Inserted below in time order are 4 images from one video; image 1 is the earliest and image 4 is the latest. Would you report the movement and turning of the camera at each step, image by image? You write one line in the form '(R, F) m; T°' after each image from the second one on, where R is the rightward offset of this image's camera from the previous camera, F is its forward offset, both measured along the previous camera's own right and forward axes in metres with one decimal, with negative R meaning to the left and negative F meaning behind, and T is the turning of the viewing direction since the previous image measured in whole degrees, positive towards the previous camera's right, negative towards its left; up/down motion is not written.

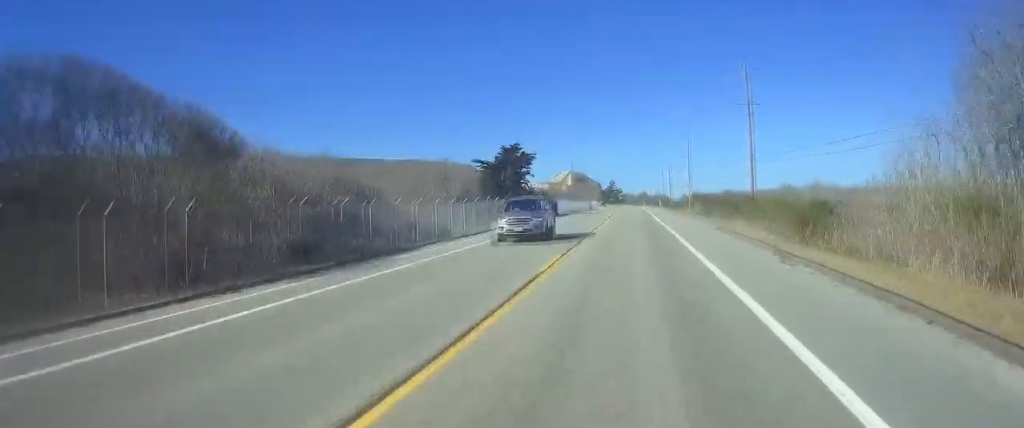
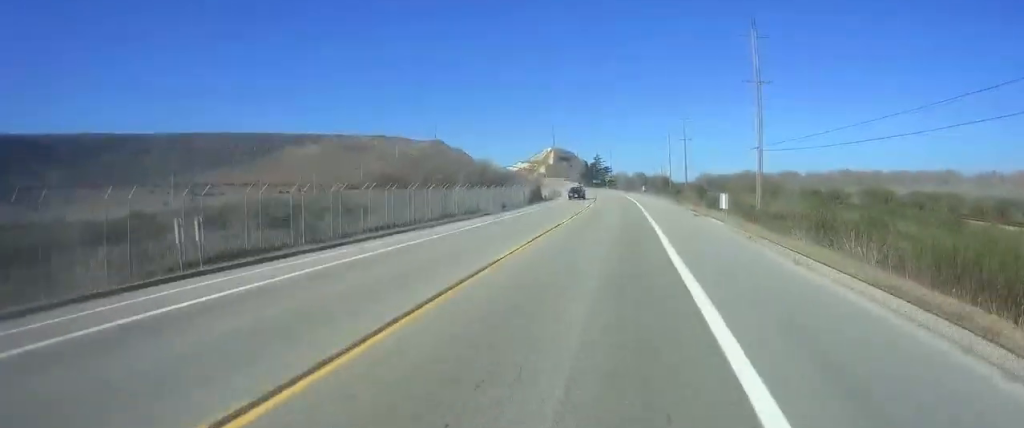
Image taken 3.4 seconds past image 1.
(-1.2, +88.0) m; -1°
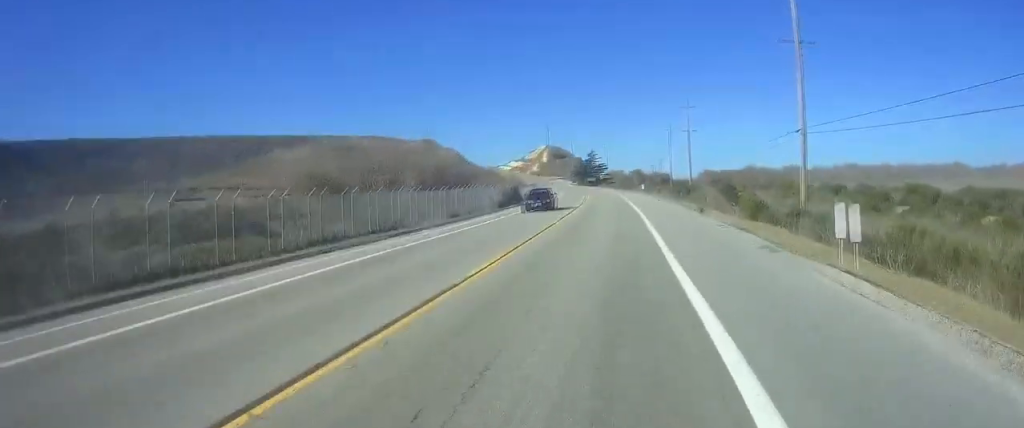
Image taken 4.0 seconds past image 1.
(0.0, +16.3) m; 0°
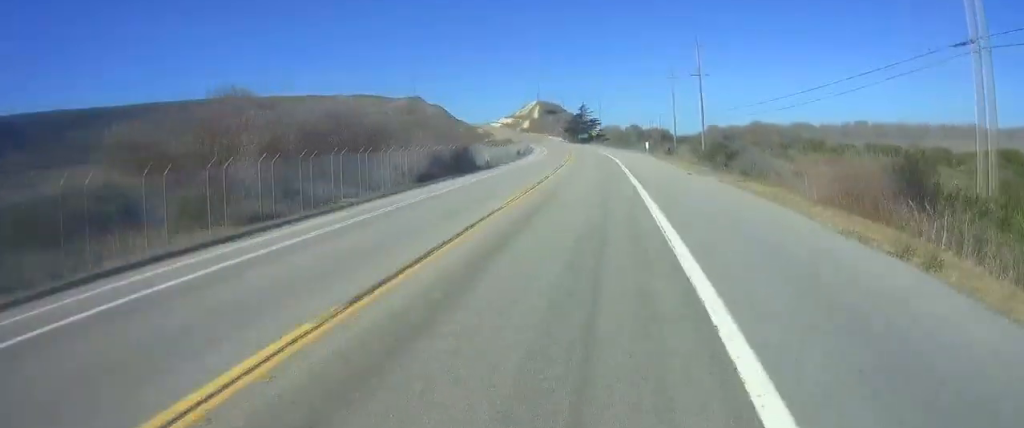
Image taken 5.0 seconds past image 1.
(0.0, +24.0) m; 0°
